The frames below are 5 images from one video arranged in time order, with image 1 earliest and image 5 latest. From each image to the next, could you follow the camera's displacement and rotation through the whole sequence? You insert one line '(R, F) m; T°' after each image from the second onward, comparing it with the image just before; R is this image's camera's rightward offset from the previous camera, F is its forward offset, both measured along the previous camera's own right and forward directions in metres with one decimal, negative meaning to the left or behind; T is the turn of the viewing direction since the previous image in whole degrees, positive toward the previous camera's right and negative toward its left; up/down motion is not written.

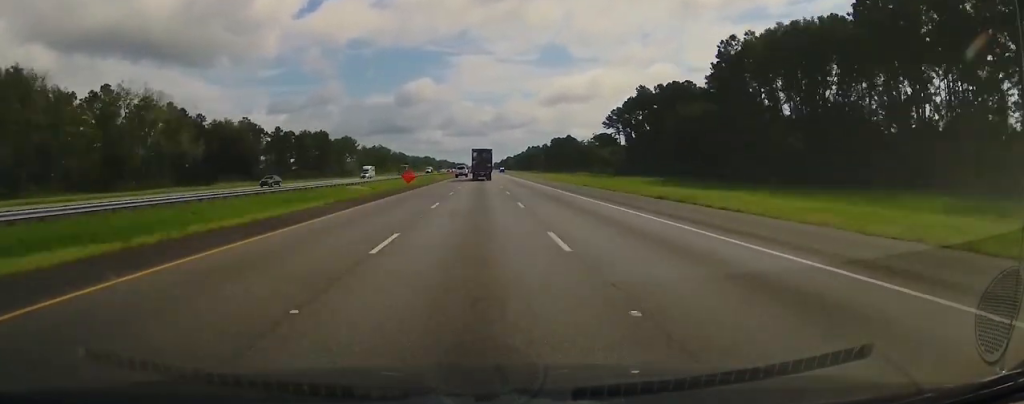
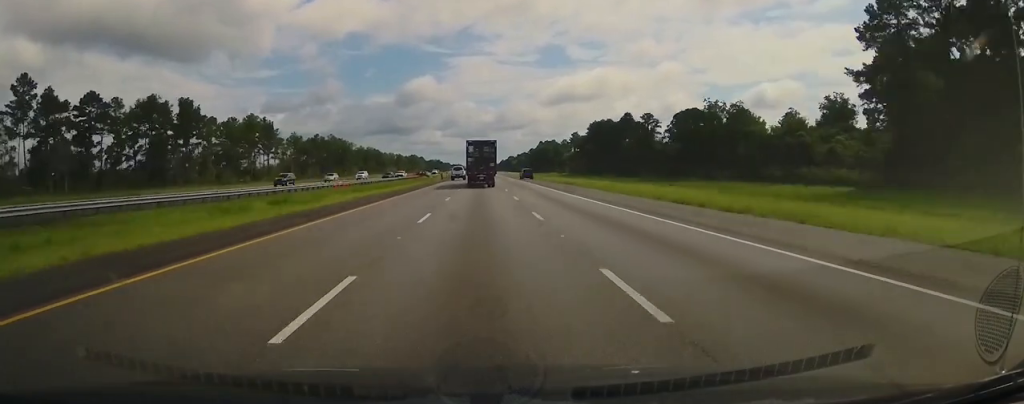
(+0.3, +141.6) m; 0°
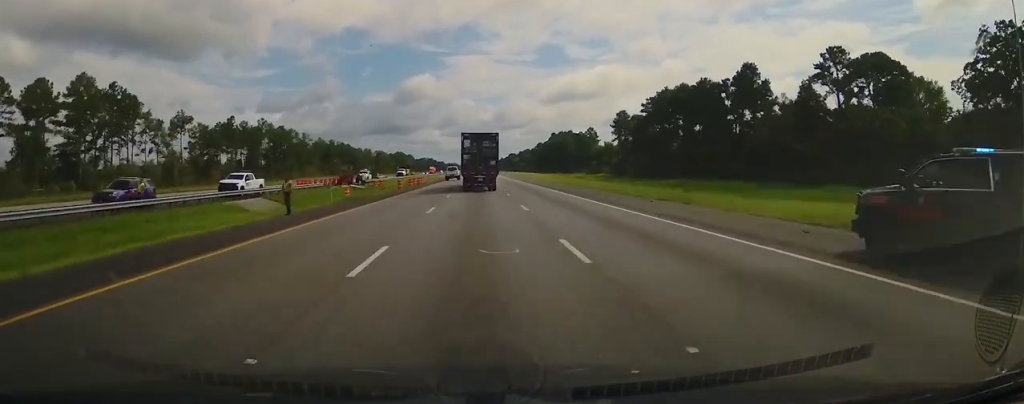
(+0.4, +101.5) m; 0°
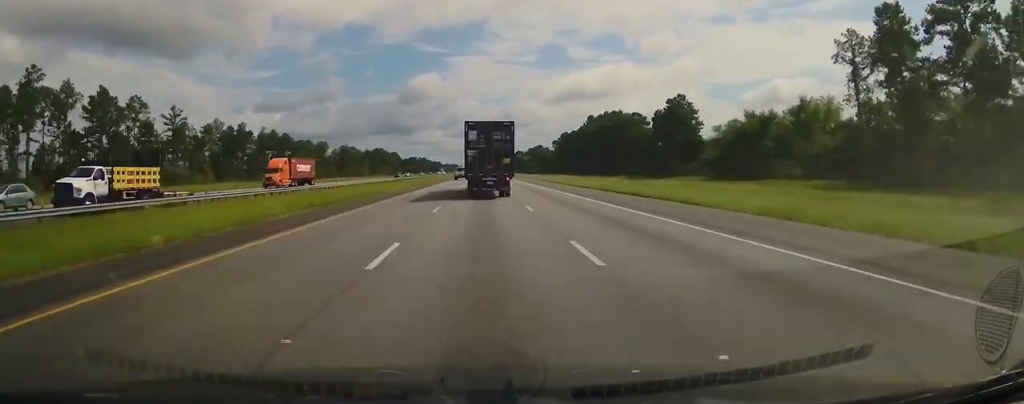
(-0.9, +131.9) m; 0°
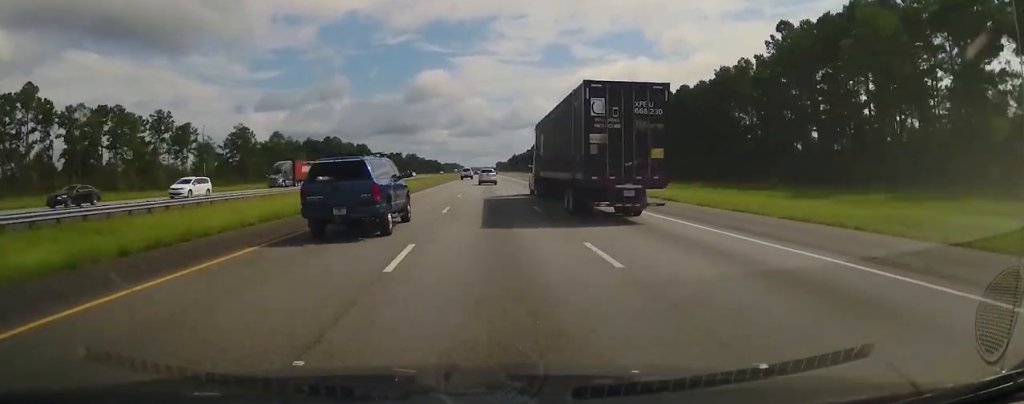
(+0.4, +165.4) m; 0°
